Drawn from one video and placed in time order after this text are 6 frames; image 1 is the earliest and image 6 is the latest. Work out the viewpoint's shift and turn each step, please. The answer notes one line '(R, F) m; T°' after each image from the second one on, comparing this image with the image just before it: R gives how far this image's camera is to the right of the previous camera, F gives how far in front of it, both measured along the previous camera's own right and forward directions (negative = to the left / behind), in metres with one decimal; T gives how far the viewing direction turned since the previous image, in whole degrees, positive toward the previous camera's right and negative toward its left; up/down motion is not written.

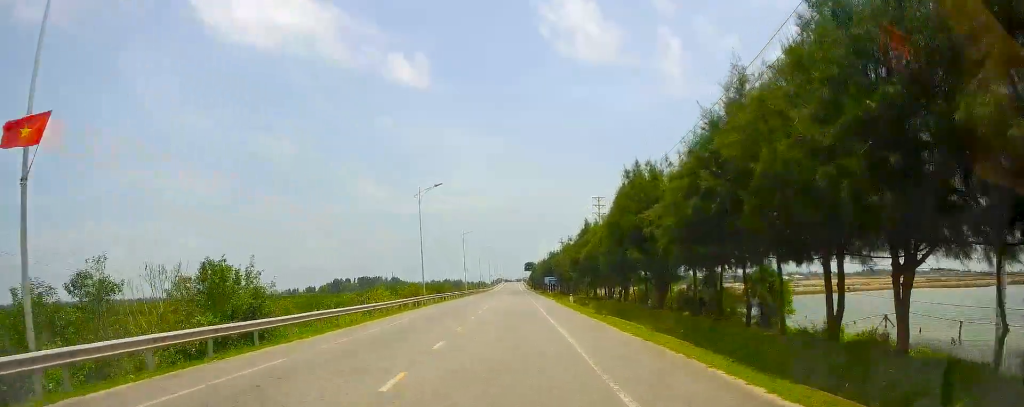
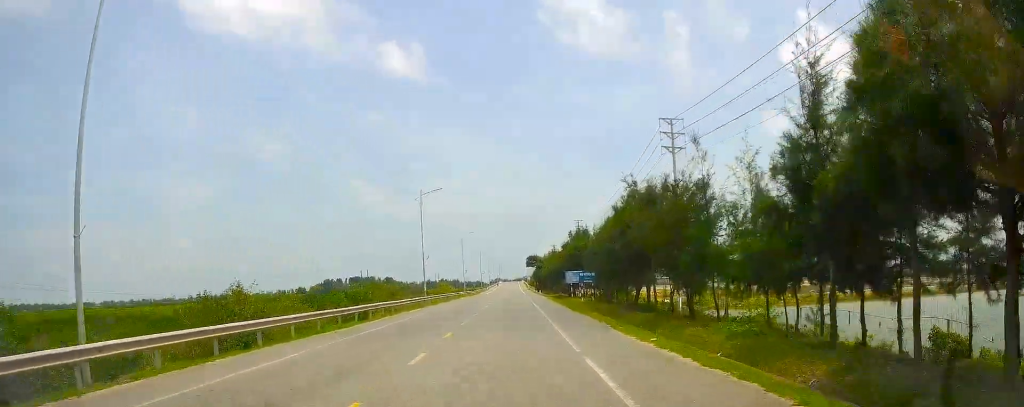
(-0.2, +44.8) m; -1°
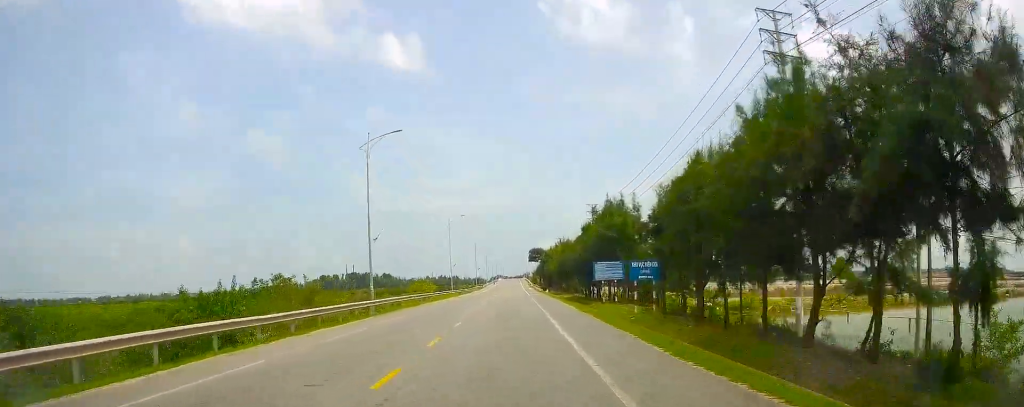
(+0.3, +20.9) m; +3°
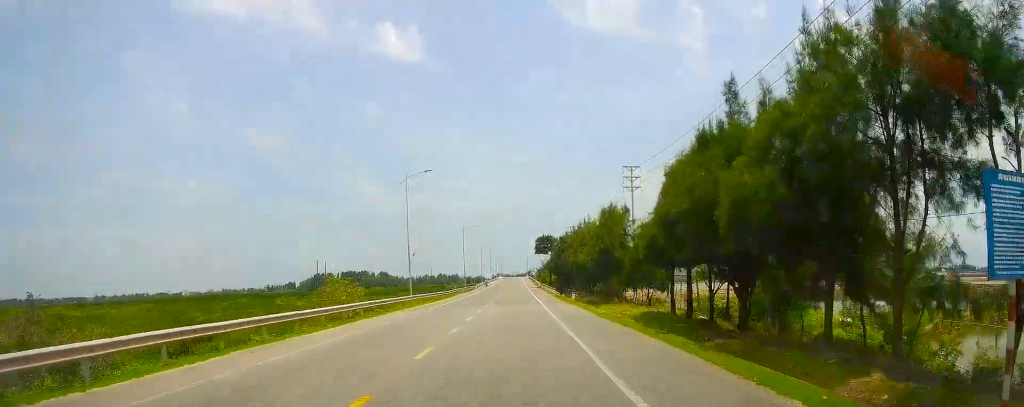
(+1.2, +33.1) m; 0°
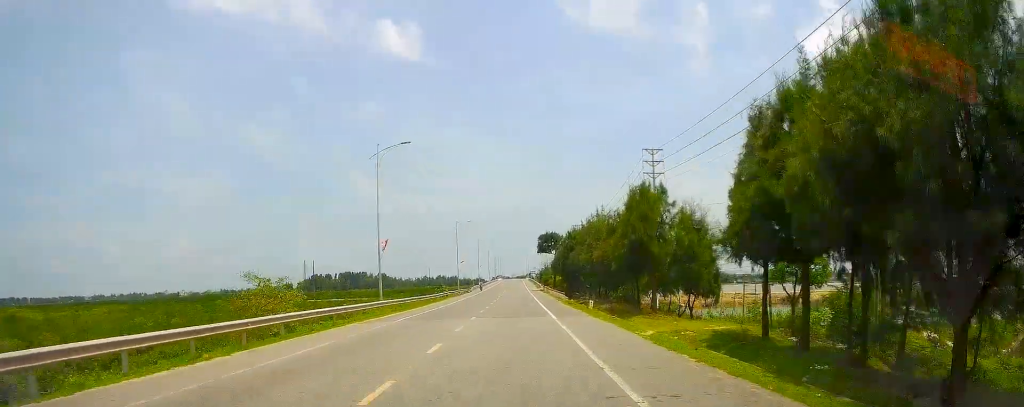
(-0.5, +10.7) m; -2°
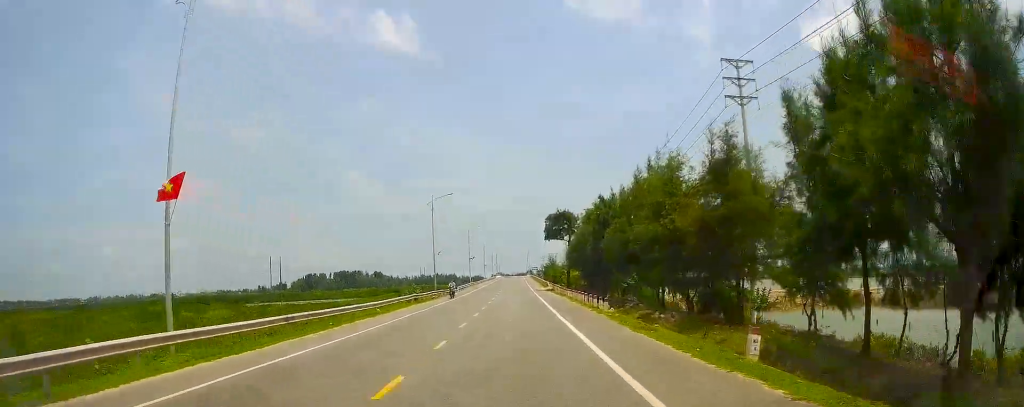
(+0.1, +24.1) m; +1°
